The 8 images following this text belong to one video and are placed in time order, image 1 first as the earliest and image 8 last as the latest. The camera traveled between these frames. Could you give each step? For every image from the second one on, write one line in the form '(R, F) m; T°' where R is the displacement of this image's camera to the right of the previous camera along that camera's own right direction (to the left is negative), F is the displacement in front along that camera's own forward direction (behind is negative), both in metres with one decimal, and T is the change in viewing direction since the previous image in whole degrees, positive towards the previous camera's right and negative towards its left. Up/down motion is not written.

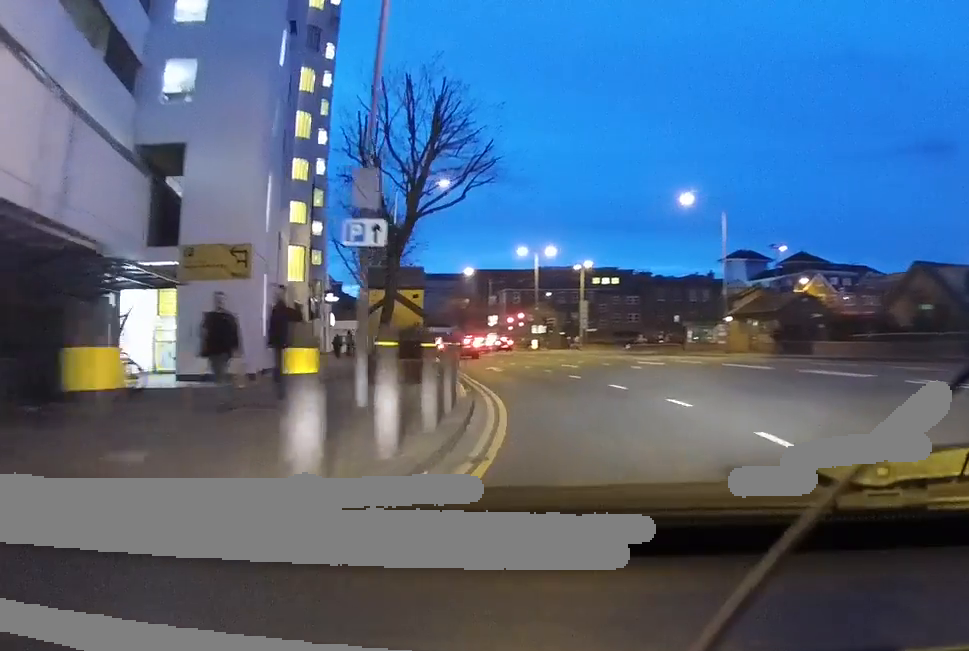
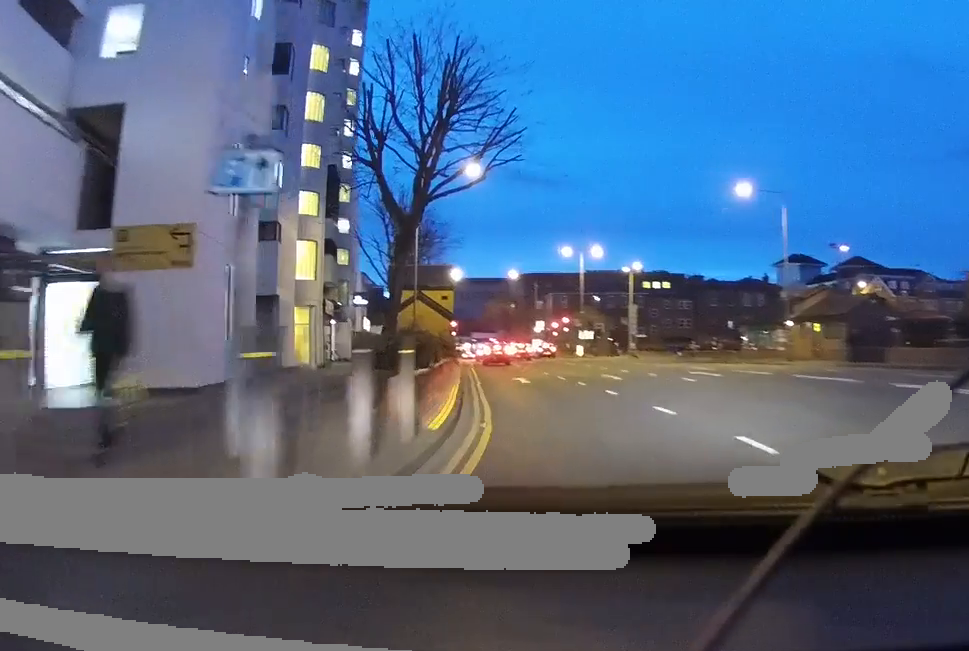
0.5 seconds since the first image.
(0.0, +5.9) m; 0°
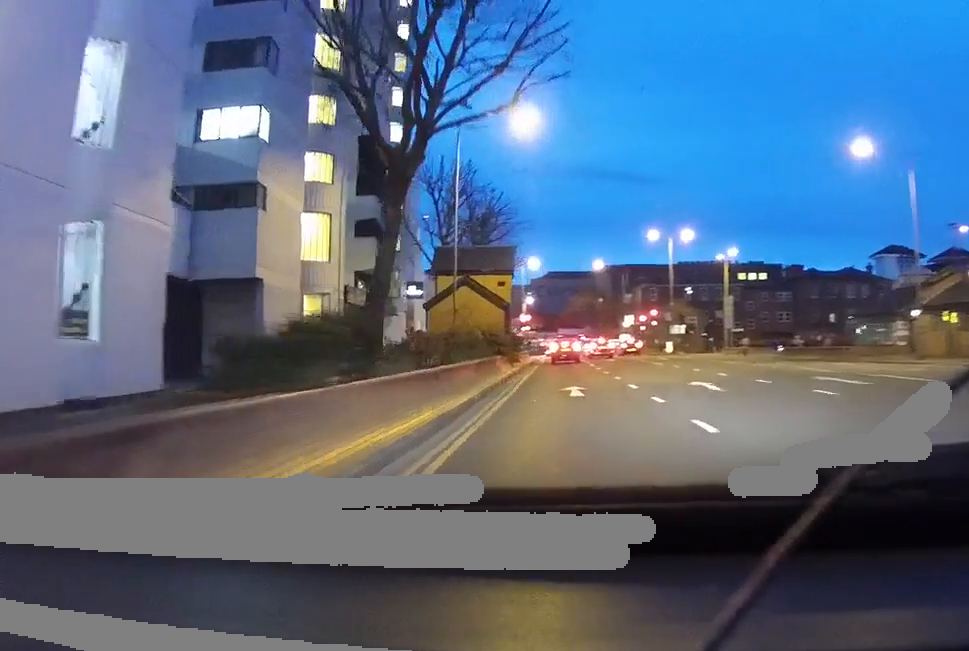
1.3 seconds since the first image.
(0.0, +10.4) m; 0°
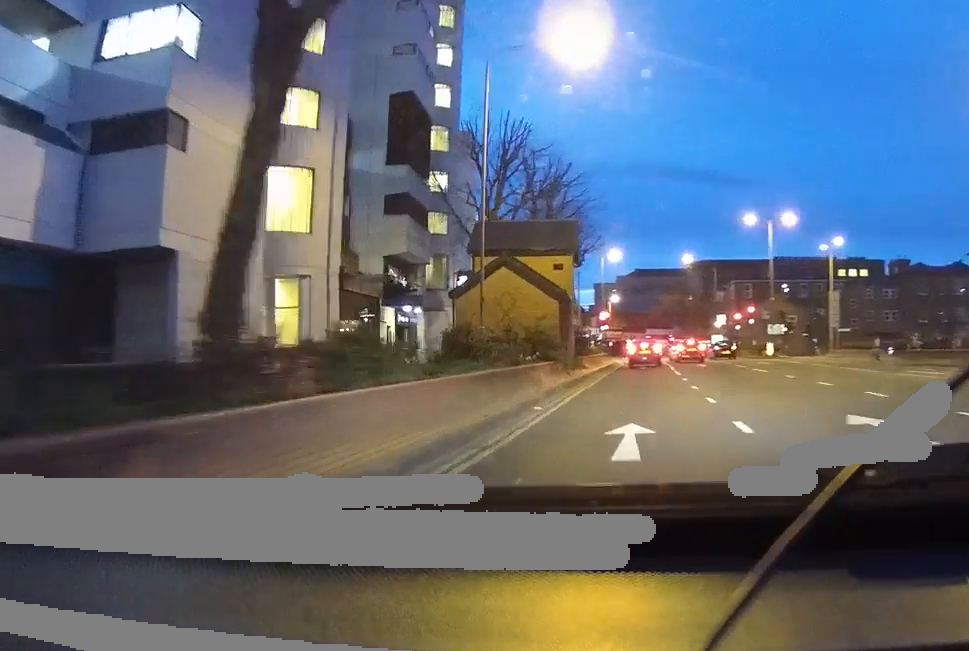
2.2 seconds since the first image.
(0.0, +11.4) m; 0°
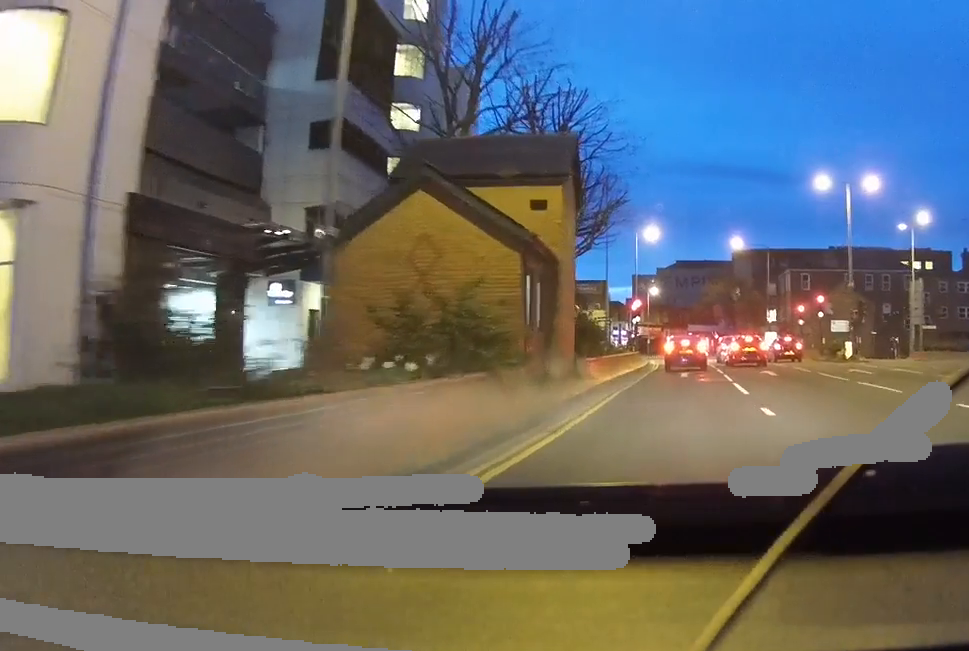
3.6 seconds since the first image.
(0.0, +16.0) m; -1°
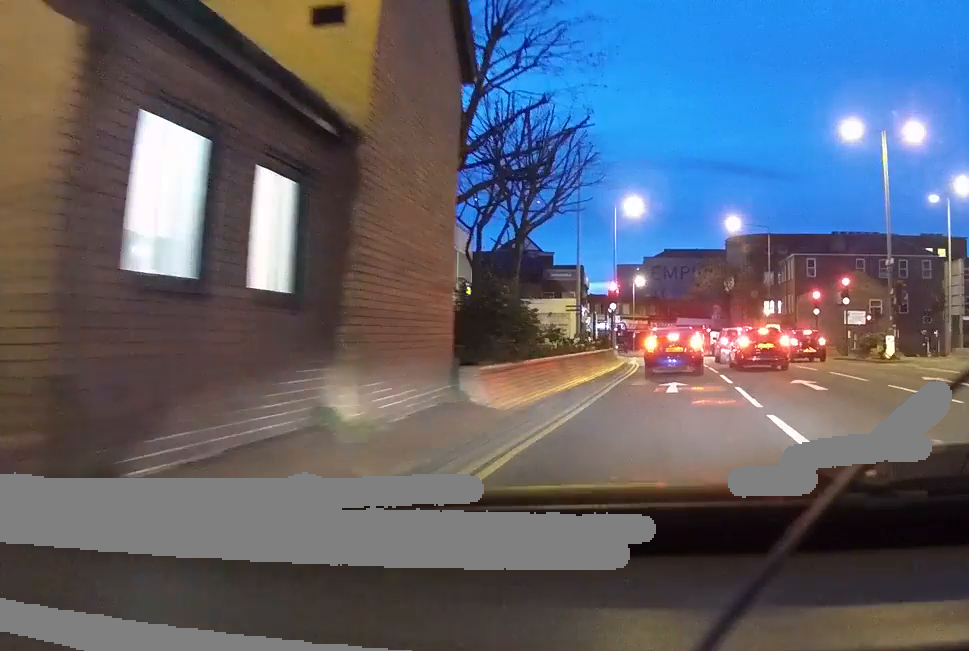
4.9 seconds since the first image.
(-0.3, +12.5) m; -9°
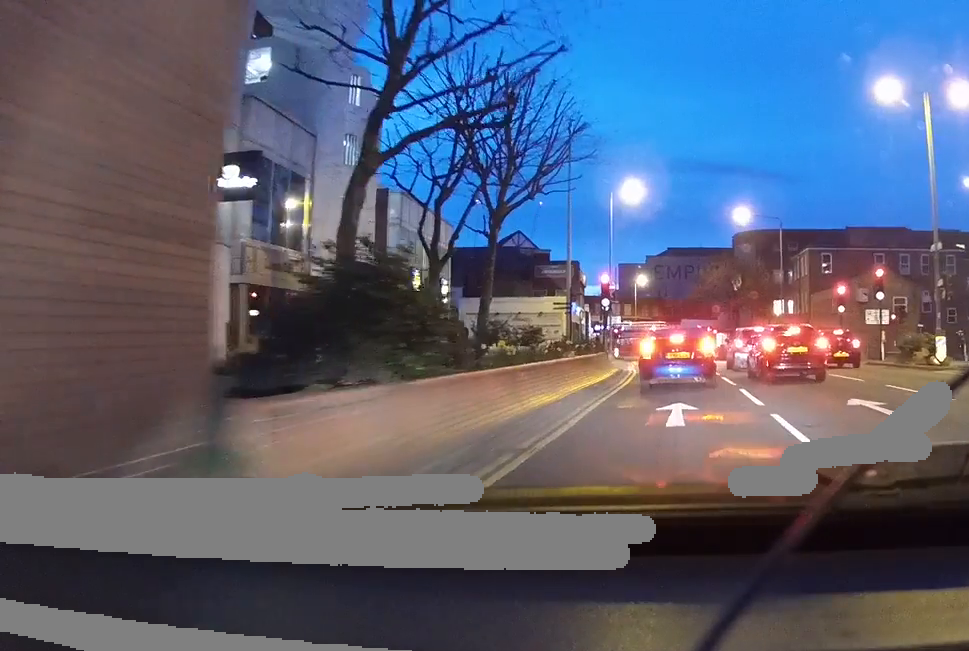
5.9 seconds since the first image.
(-0.8, +6.7) m; -8°
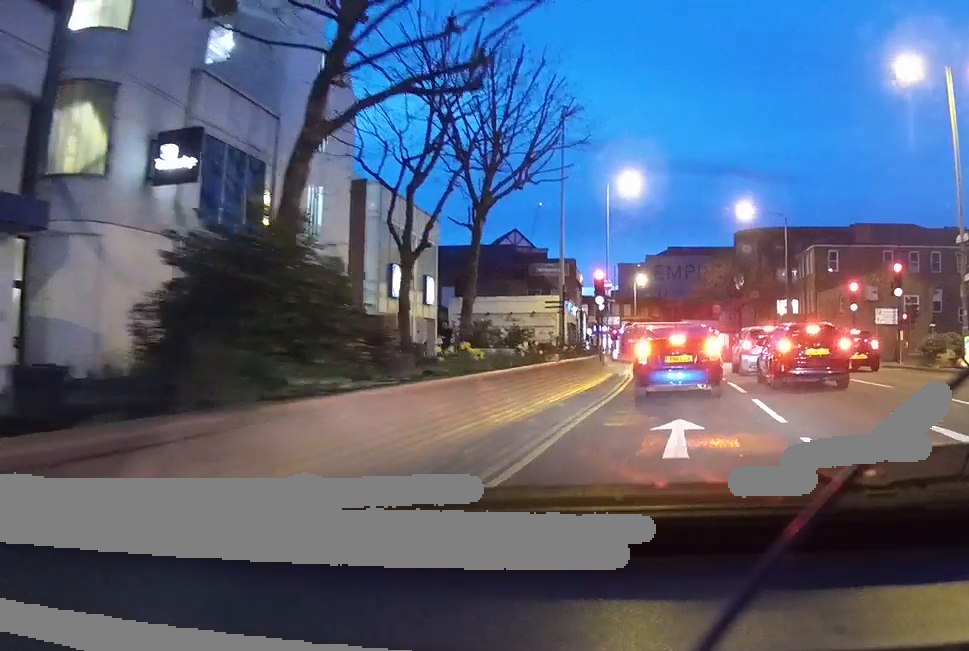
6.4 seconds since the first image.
(-0.1, +3.2) m; -1°
